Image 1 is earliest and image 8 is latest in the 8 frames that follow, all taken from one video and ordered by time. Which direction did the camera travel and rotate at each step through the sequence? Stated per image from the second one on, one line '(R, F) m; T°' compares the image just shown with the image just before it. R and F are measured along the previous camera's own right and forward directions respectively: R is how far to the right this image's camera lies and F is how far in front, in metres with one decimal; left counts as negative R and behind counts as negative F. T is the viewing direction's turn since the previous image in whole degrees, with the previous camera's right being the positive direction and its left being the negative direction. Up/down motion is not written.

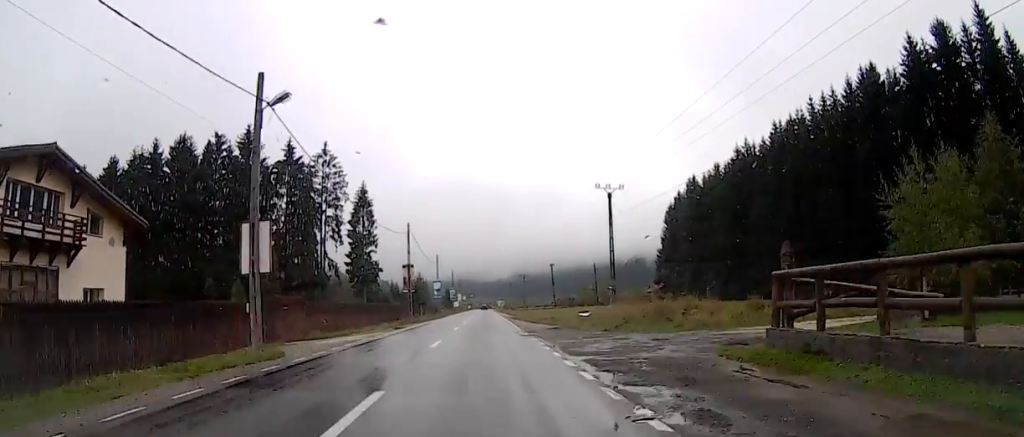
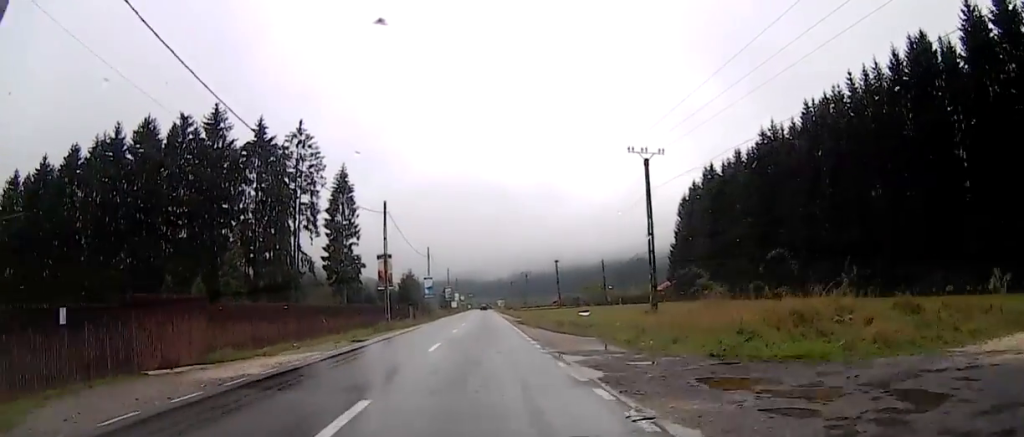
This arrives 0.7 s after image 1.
(-0.3, +12.4) m; -1°
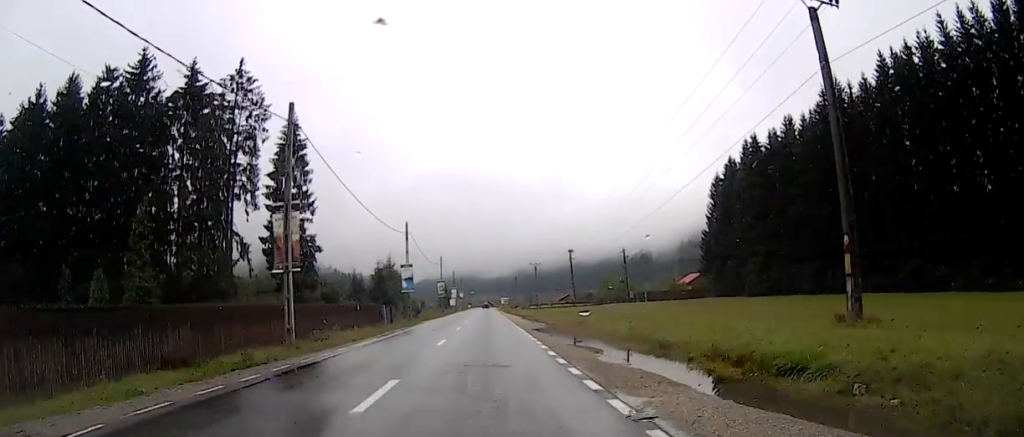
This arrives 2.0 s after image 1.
(0.0, +23.1) m; +1°
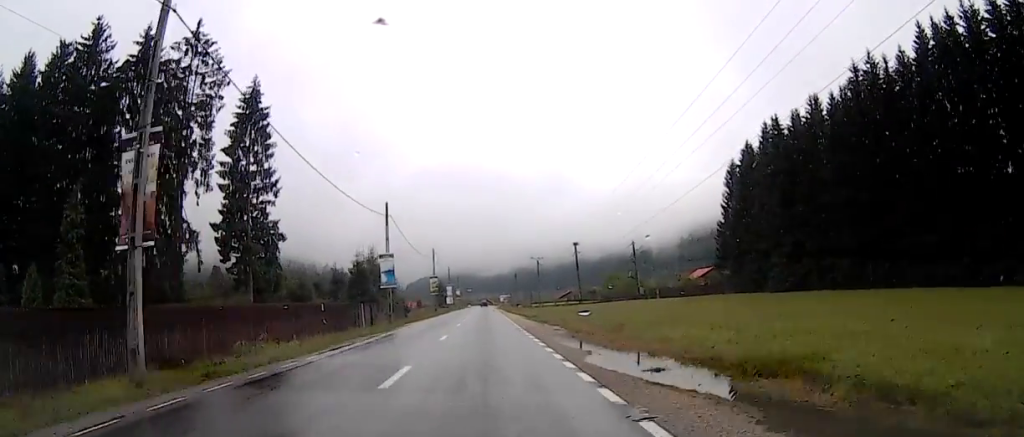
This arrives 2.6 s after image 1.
(-0.1, +10.6) m; +1°
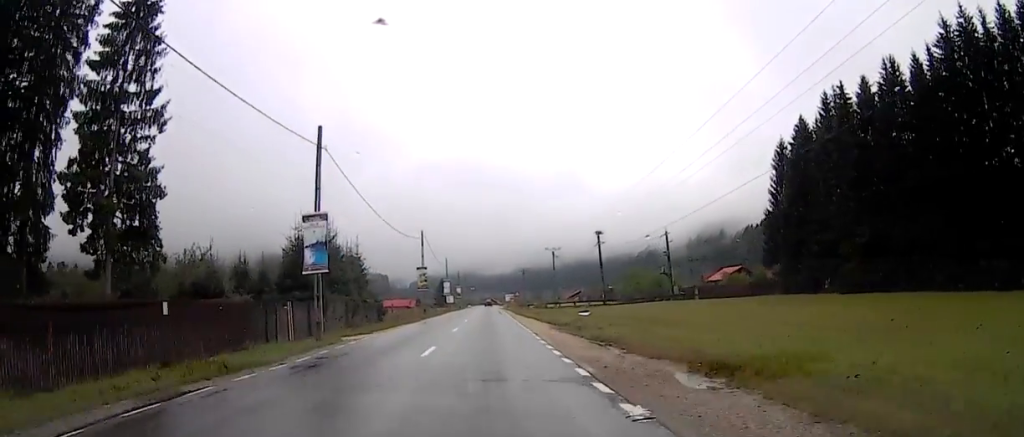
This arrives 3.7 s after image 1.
(+0.5, +23.1) m; -1°
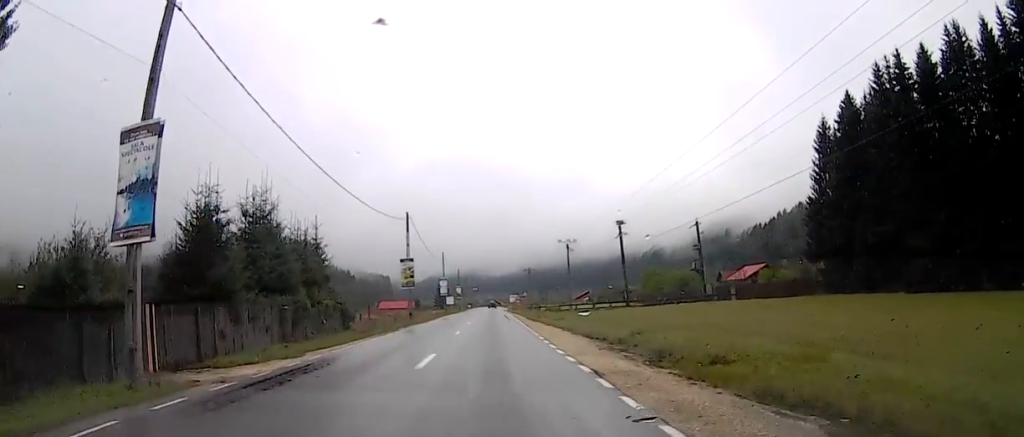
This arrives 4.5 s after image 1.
(-0.4, +16.0) m; -2°
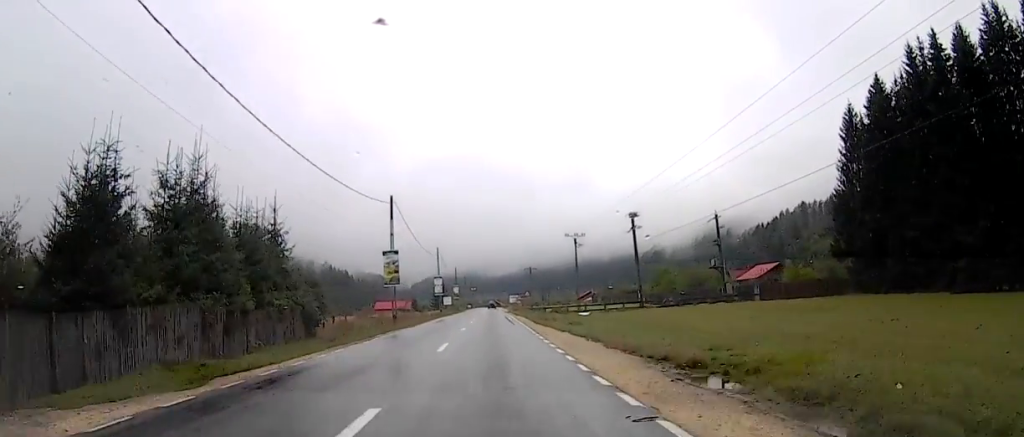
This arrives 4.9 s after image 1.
(-0.1, +7.9) m; 0°
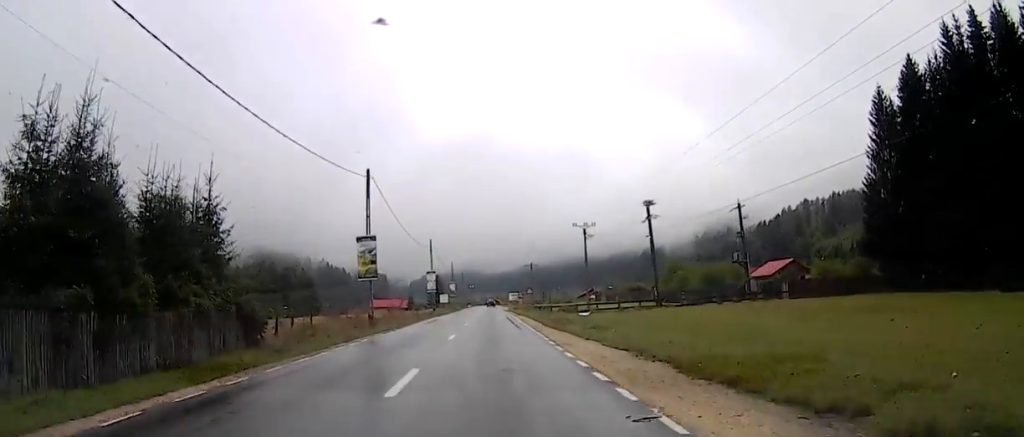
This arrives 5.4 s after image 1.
(-0.1, +7.8) m; 0°
